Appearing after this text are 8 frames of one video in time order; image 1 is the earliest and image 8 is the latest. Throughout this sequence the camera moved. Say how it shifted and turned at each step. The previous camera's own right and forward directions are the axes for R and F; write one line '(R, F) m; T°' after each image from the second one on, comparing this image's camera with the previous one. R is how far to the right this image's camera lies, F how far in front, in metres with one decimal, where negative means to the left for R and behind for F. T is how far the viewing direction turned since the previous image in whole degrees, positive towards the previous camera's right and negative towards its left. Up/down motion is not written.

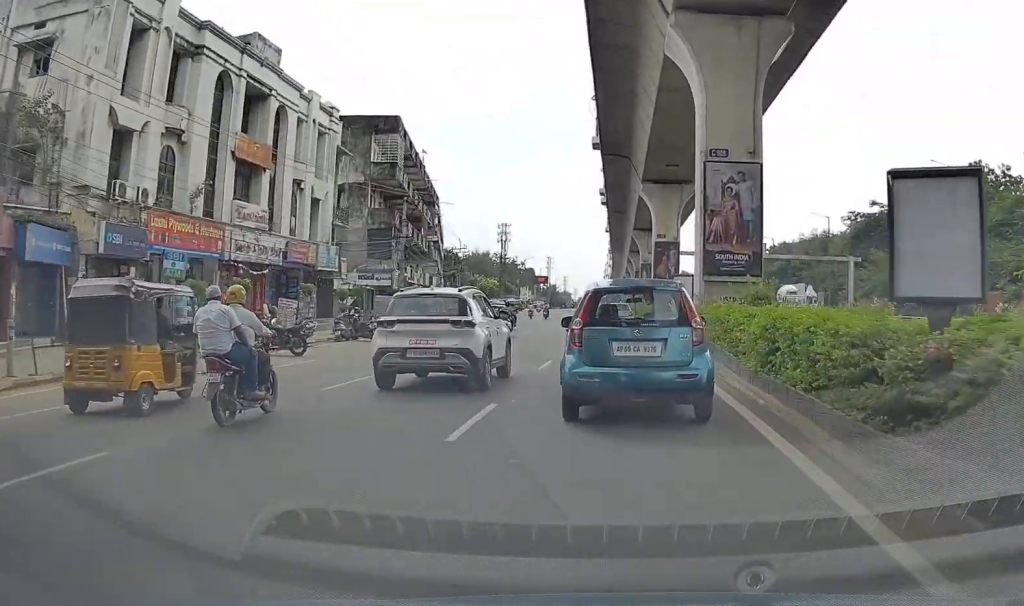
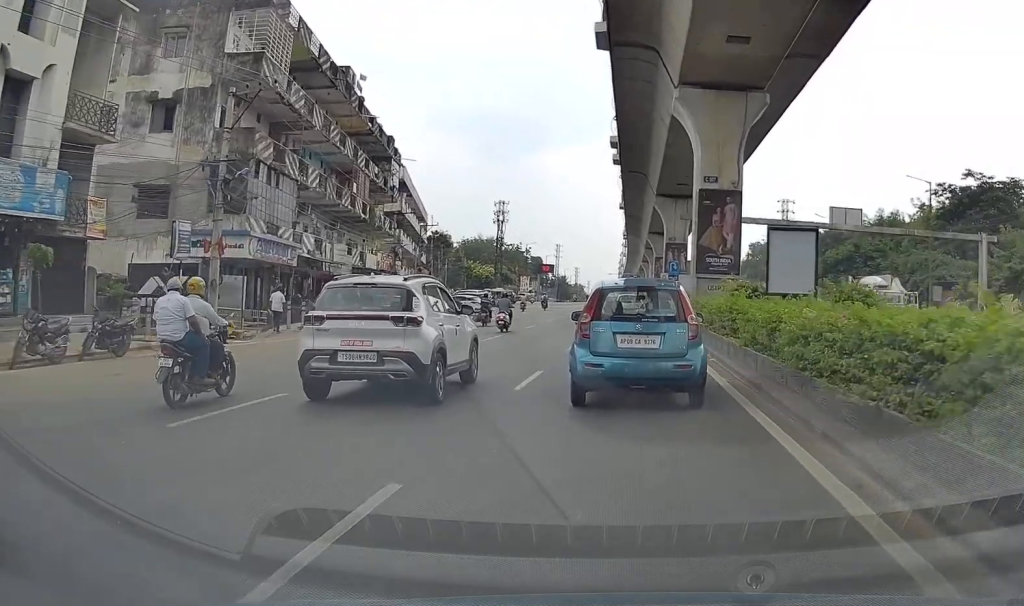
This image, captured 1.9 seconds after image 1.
(-0.2, +21.1) m; 0°
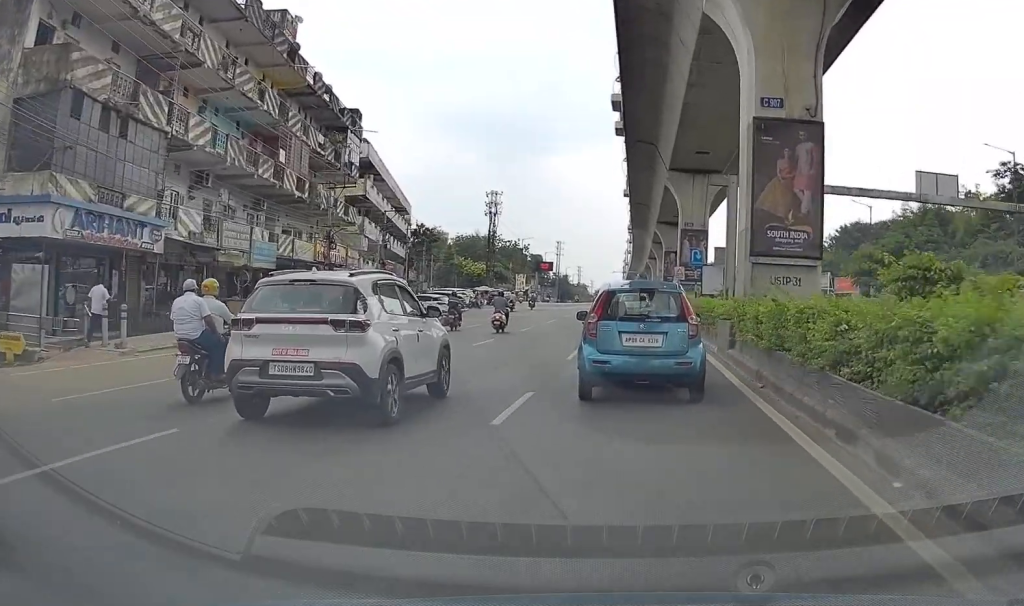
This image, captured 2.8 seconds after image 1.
(+0.1, +11.1) m; 0°
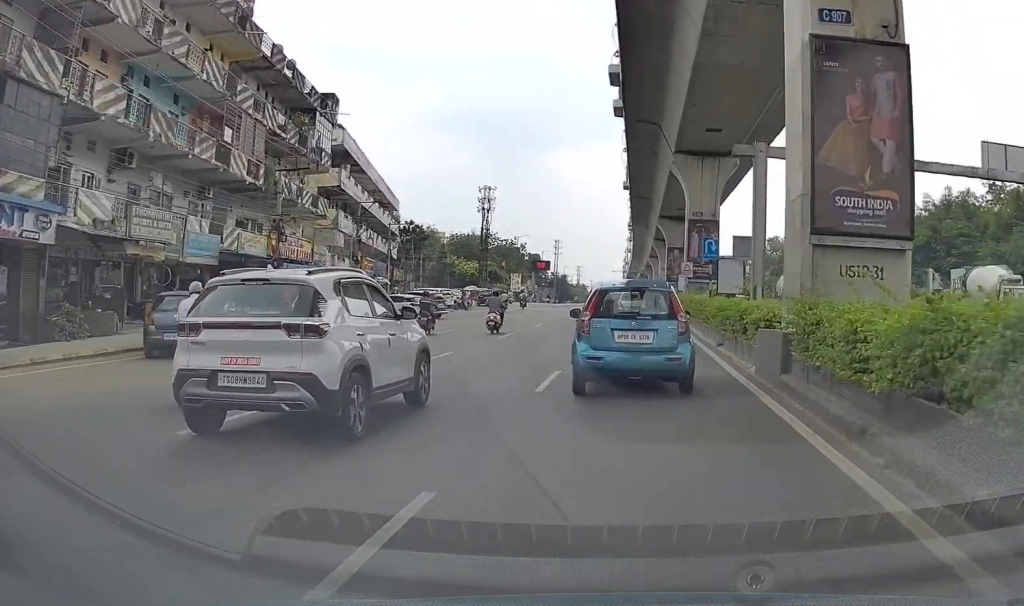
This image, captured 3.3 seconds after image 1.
(0.0, +6.4) m; 0°
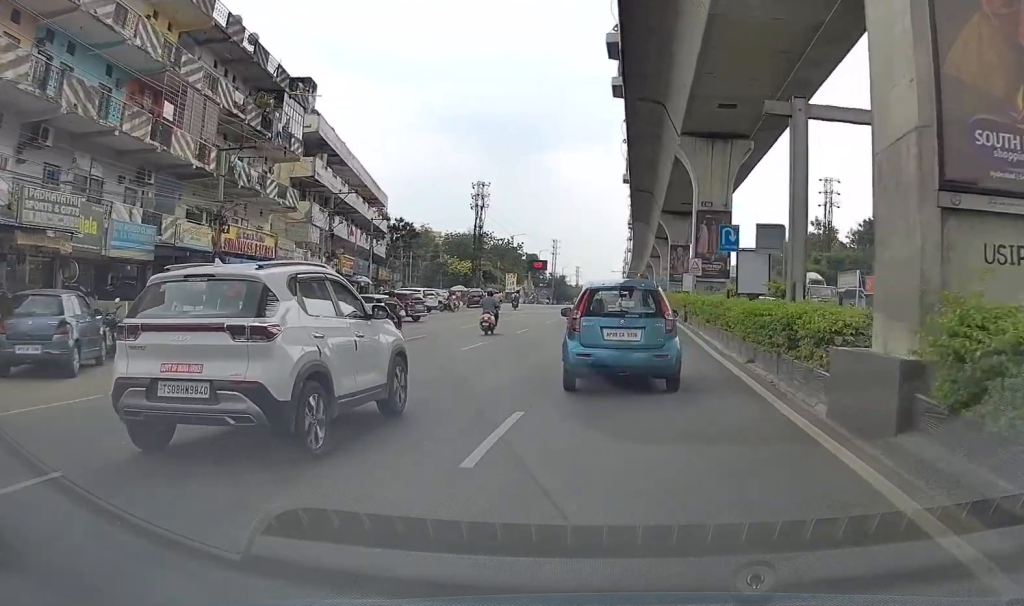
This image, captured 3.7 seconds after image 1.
(+0.1, +5.5) m; 0°
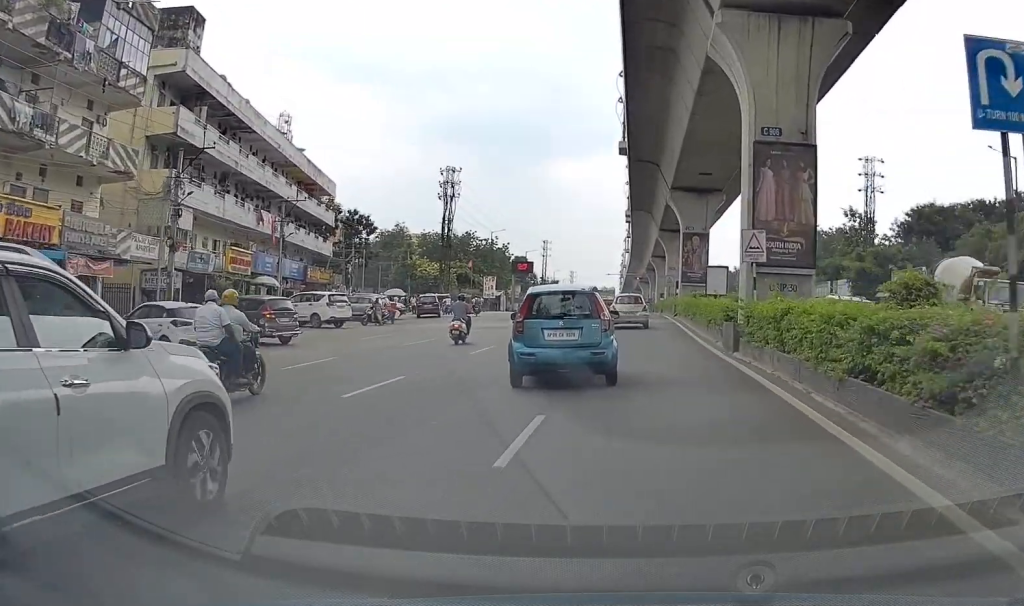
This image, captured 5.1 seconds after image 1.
(-0.4, +18.7) m; -1°
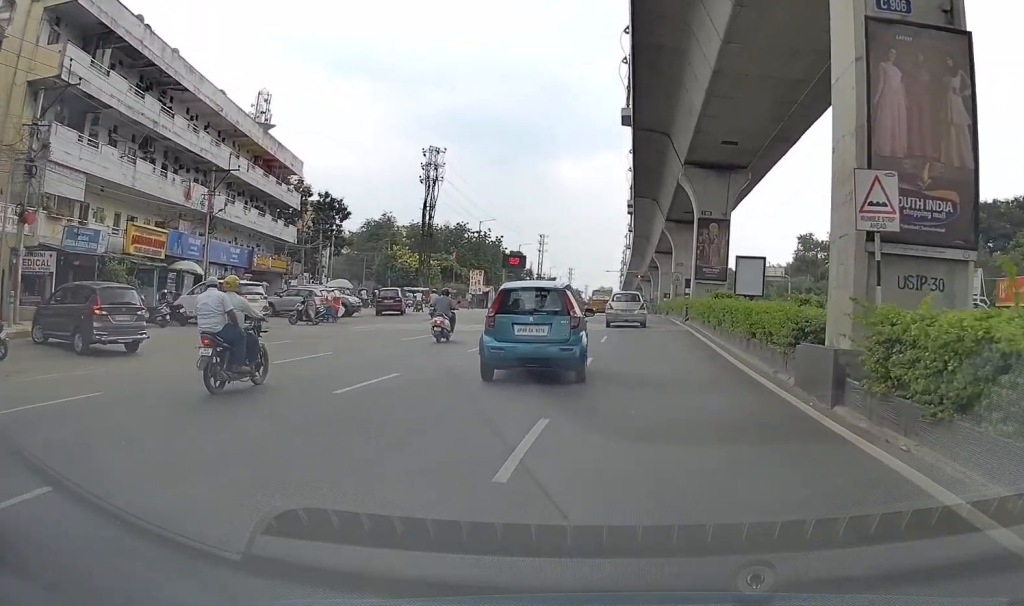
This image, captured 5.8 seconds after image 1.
(0.0, +10.0) m; 0°
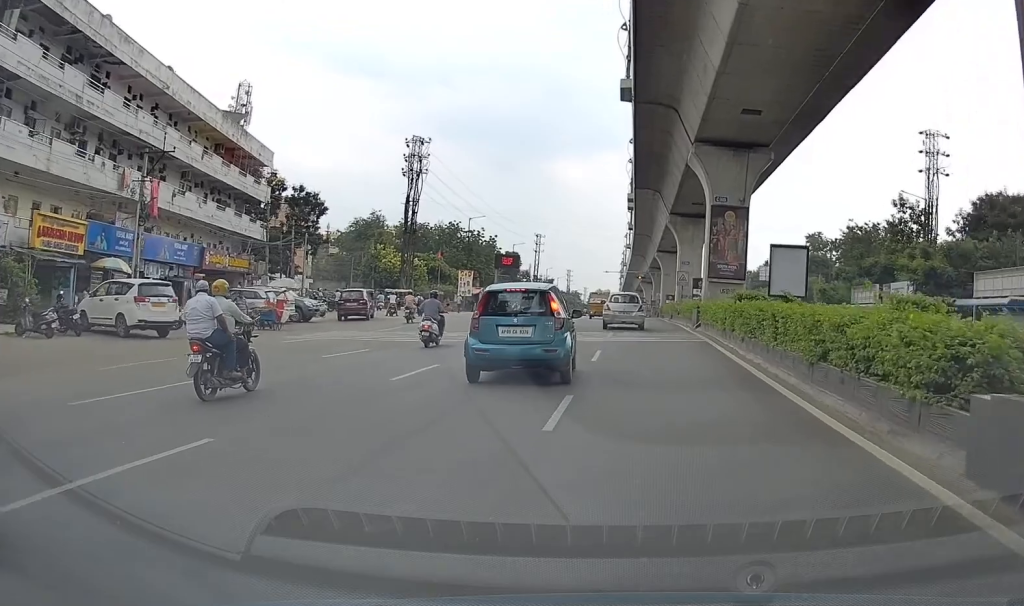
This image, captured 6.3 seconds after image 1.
(0.0, +6.5) m; 0°
